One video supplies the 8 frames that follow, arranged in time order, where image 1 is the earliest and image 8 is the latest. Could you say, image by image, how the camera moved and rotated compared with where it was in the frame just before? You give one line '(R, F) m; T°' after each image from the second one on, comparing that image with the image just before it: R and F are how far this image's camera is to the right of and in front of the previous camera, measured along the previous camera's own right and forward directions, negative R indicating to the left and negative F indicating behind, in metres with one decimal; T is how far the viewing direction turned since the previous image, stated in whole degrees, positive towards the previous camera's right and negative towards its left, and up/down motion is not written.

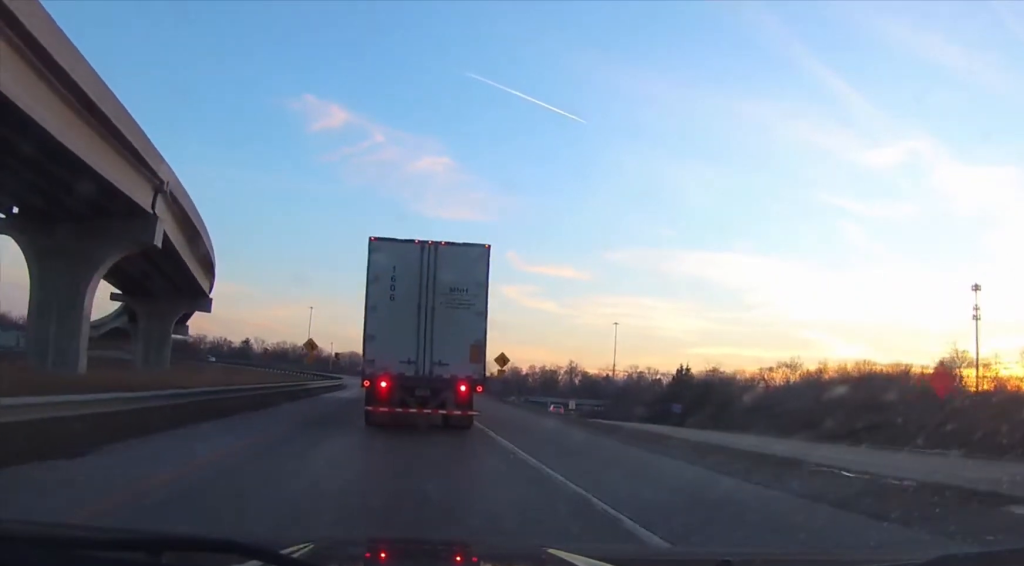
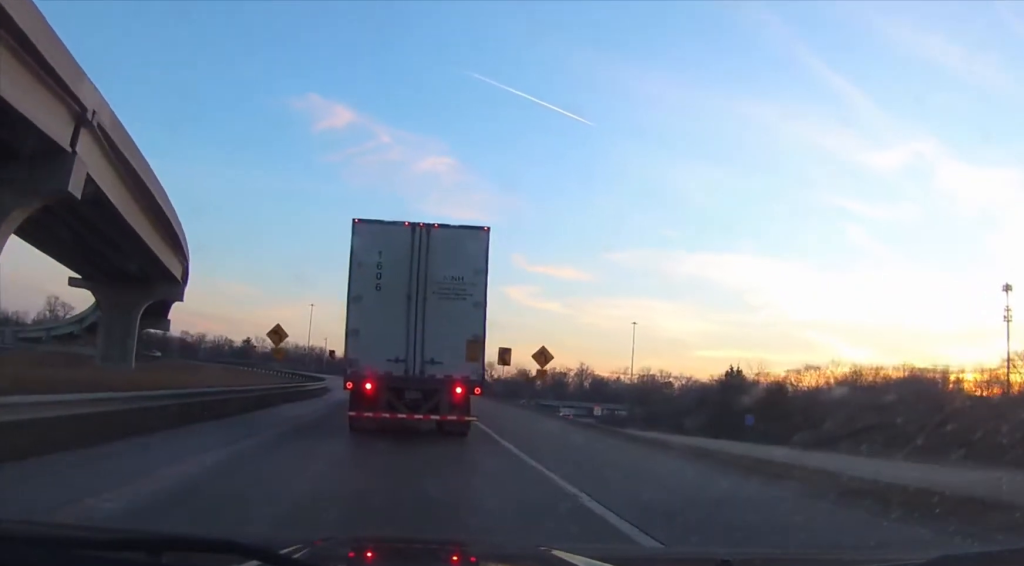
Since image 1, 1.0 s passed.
(0.0, +14.8) m; 0°
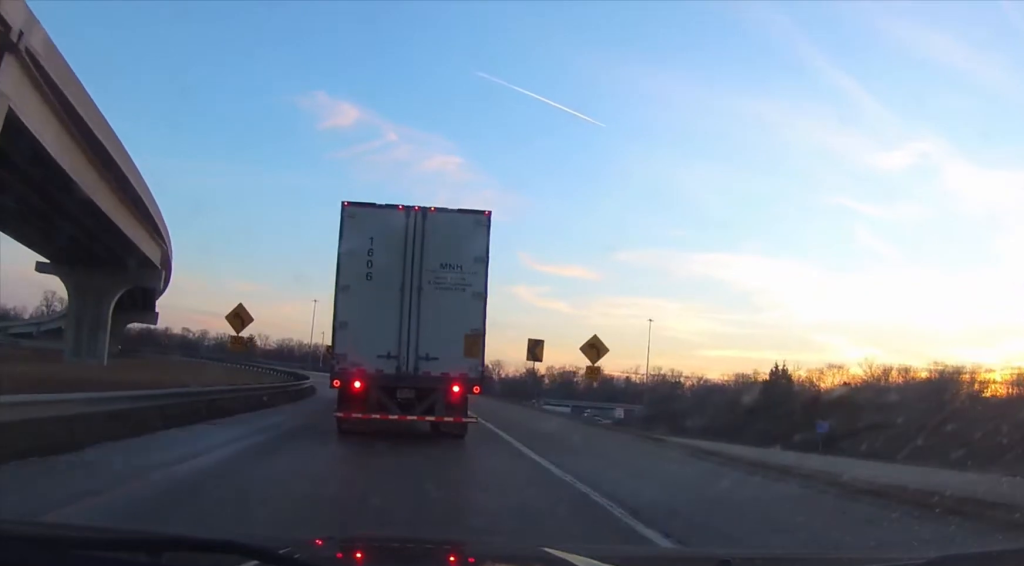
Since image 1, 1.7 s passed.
(0.0, +10.2) m; 0°
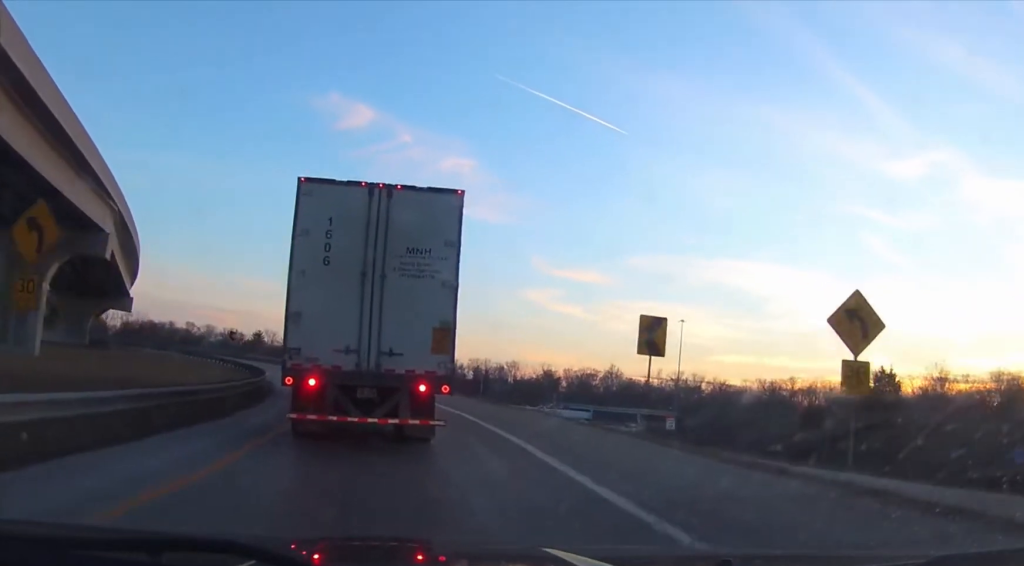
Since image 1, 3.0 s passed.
(-0.3, +18.1) m; -4°
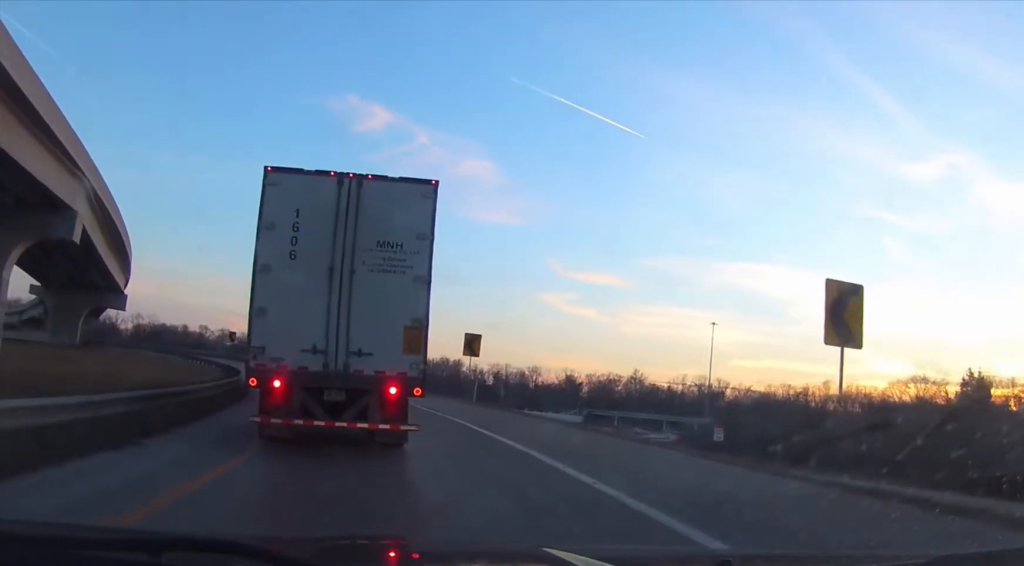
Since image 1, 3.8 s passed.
(-0.3, +9.4) m; -3°
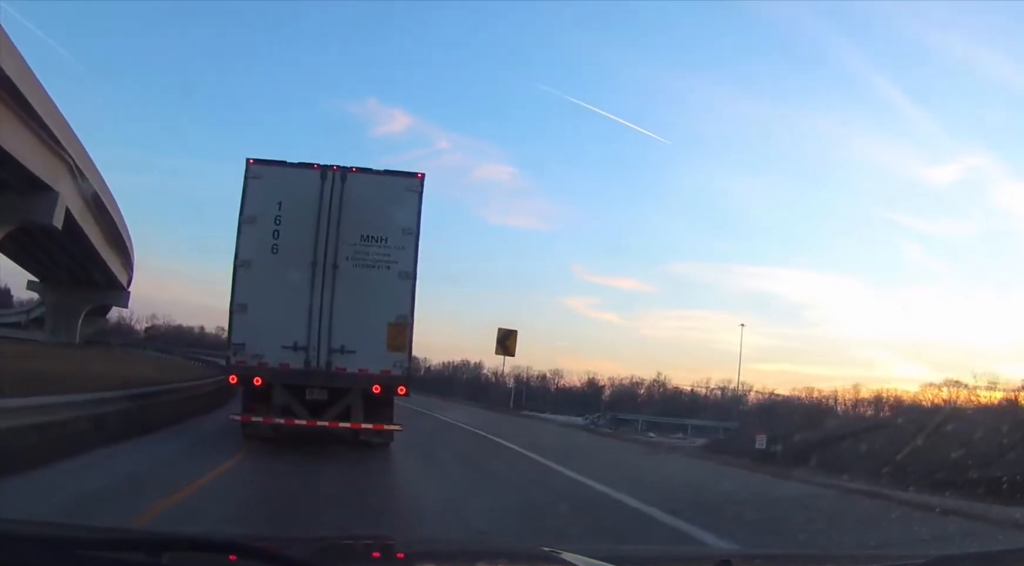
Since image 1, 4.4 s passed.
(-0.1, +5.9) m; -2°
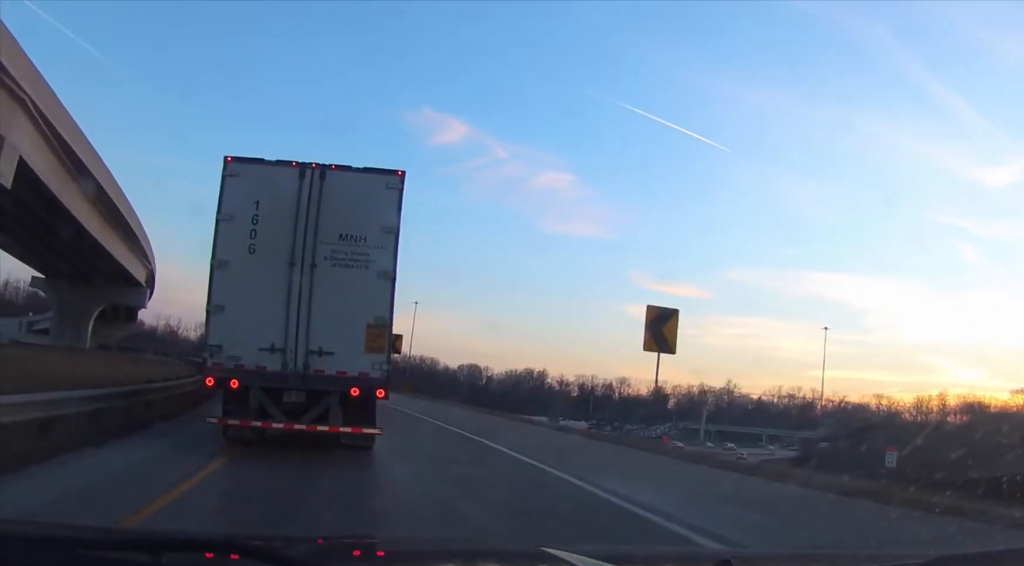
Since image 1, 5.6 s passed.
(-0.2, +12.6) m; -3°
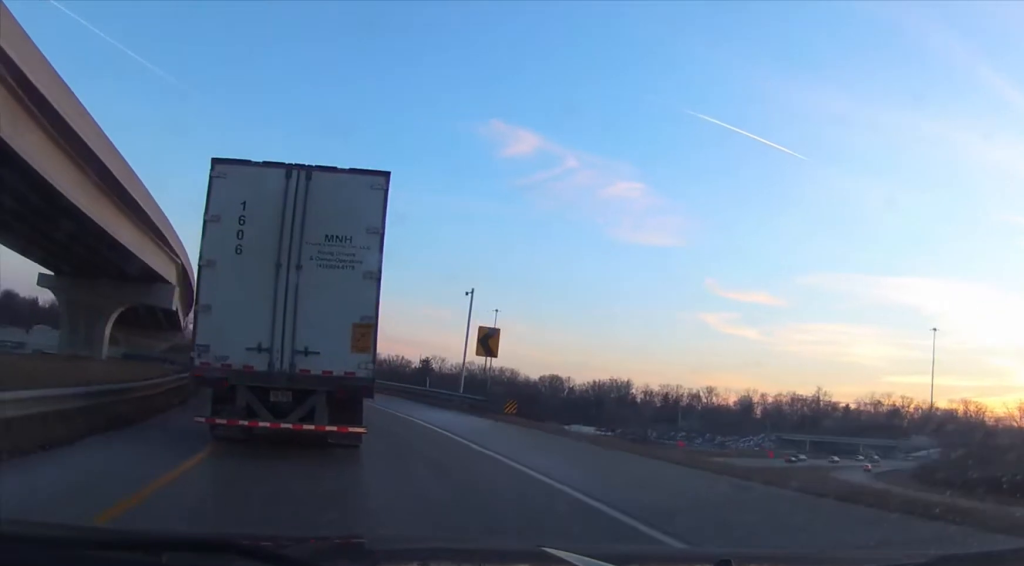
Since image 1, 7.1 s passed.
(-1.3, +13.2) m; -12°
